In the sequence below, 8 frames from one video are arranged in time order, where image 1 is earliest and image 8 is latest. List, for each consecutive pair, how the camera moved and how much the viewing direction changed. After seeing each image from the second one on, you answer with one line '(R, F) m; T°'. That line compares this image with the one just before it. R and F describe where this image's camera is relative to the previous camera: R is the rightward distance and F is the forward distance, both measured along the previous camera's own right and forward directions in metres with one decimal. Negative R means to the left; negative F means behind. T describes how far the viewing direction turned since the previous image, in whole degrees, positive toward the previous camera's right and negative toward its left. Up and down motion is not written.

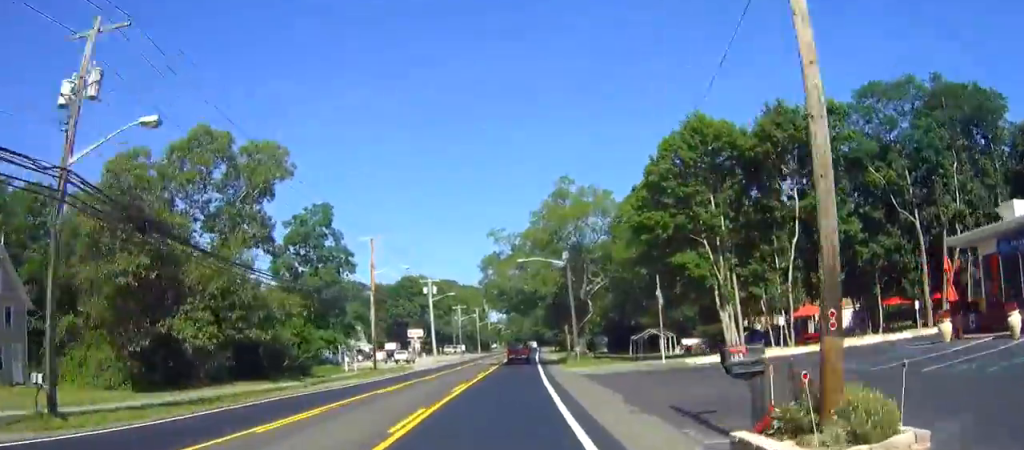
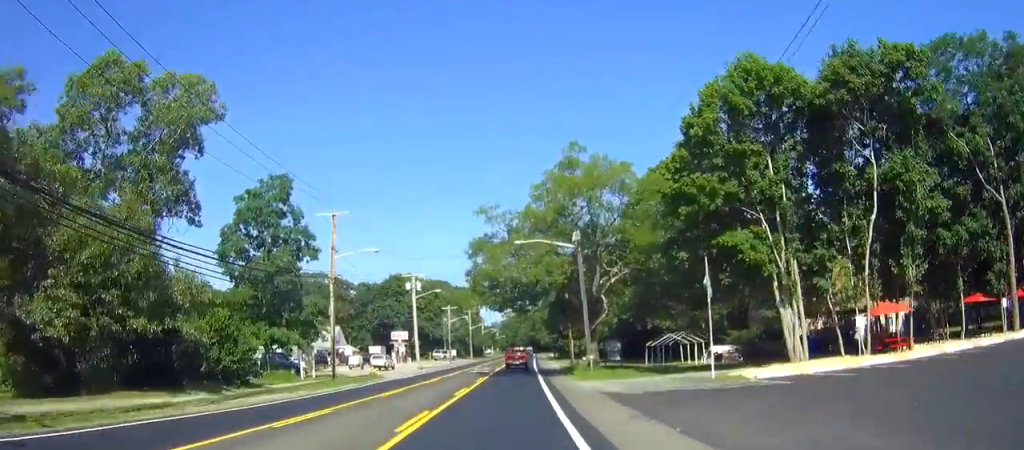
(+0.1, +10.9) m; 0°
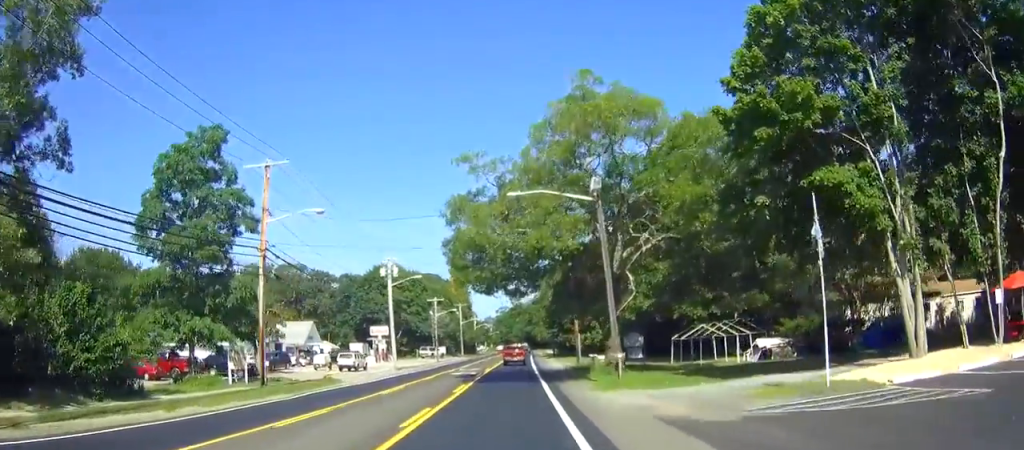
(0.0, +11.6) m; 0°
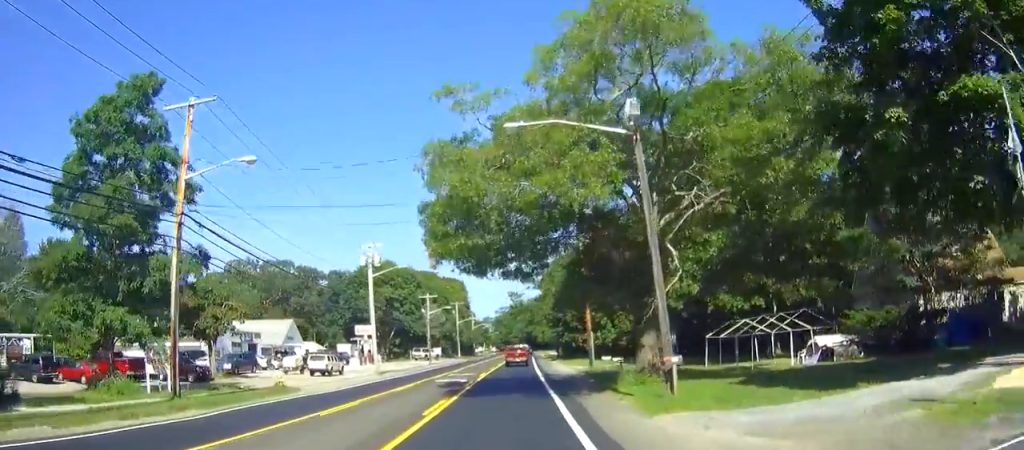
(0.0, +8.8) m; 0°
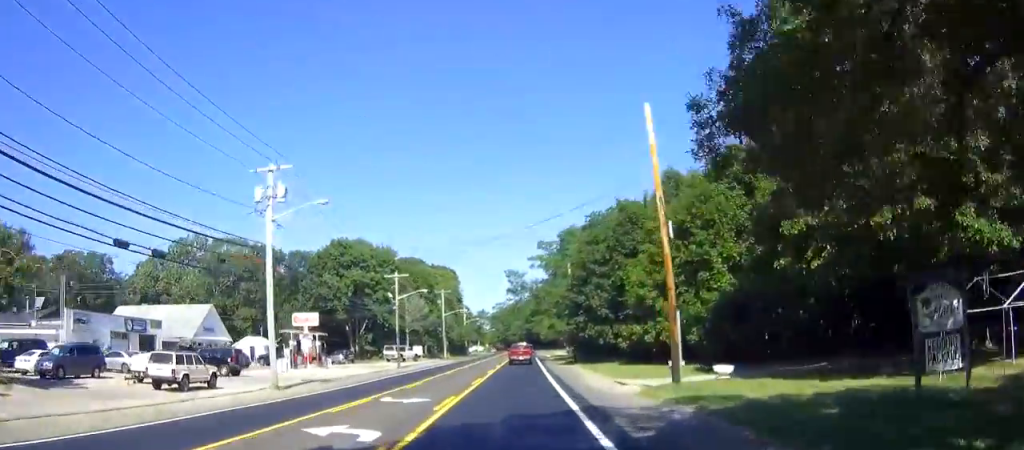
(+0.3, +23.6) m; +1°
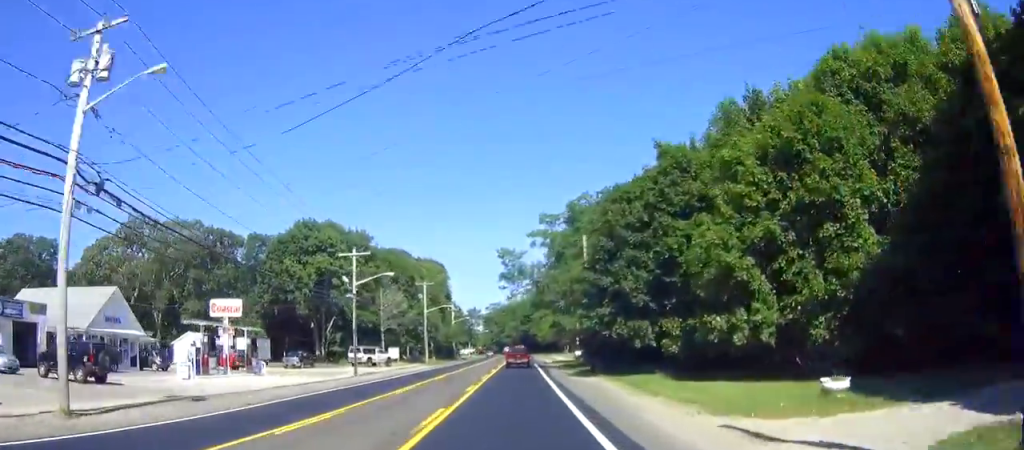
(0.0, +16.0) m; 0°
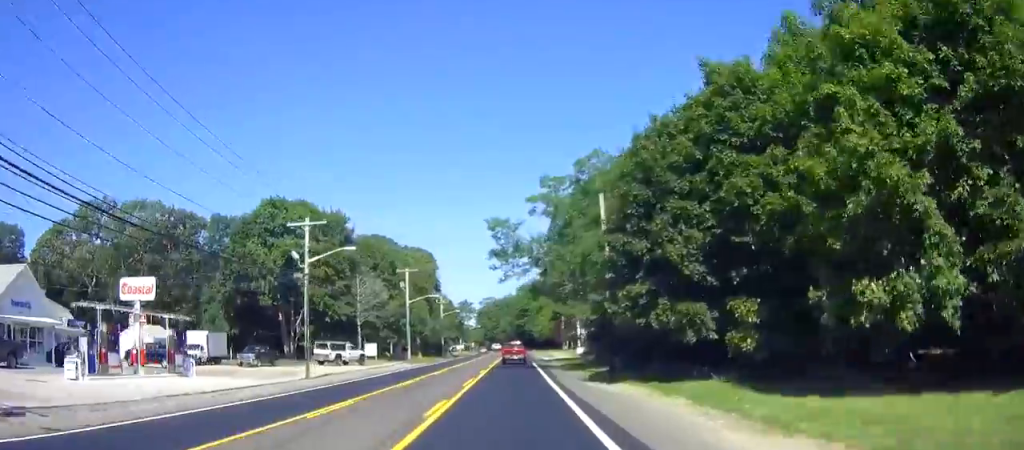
(0.0, +10.8) m; 0°
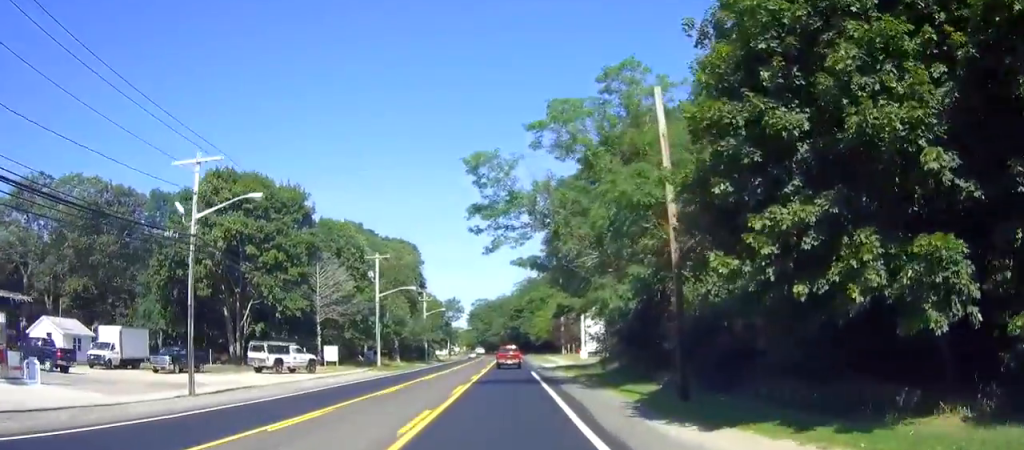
(0.0, +14.5) m; 0°
